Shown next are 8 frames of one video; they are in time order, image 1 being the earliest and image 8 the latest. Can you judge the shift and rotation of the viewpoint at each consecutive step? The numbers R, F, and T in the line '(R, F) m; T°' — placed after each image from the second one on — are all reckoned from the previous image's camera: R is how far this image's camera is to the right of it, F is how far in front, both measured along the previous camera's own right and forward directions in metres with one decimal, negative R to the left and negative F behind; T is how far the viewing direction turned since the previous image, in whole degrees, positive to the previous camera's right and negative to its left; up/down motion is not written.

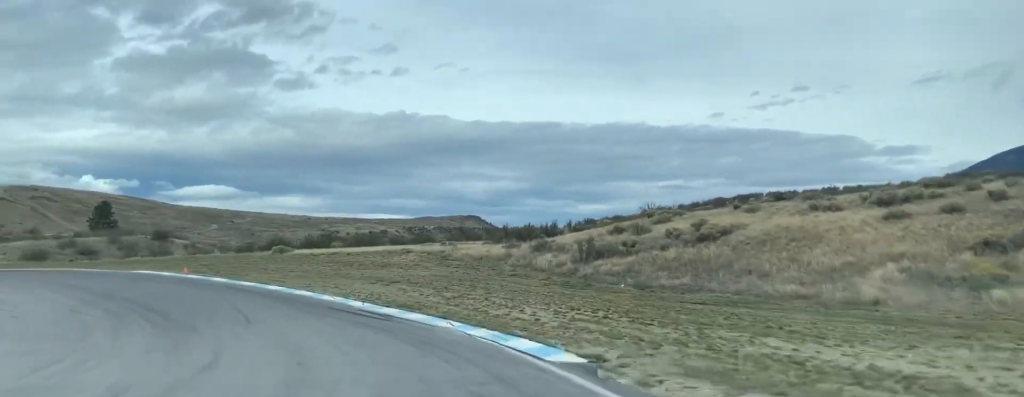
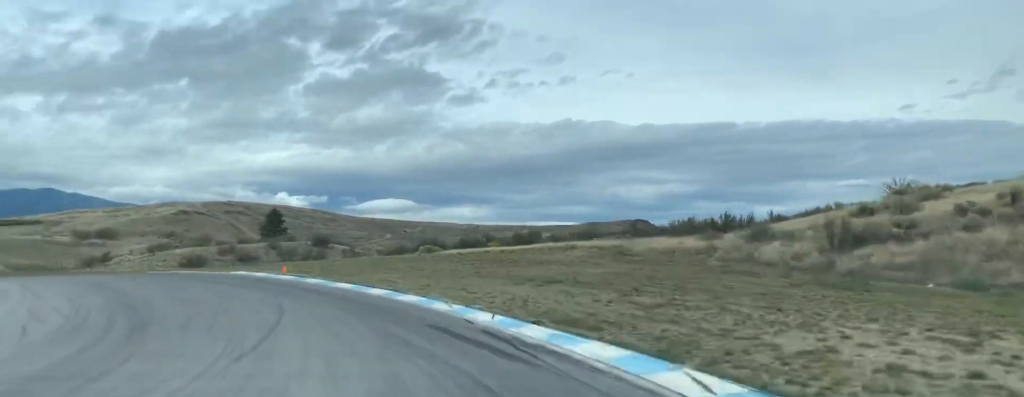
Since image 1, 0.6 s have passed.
(-1.0, +14.2) m; -10°
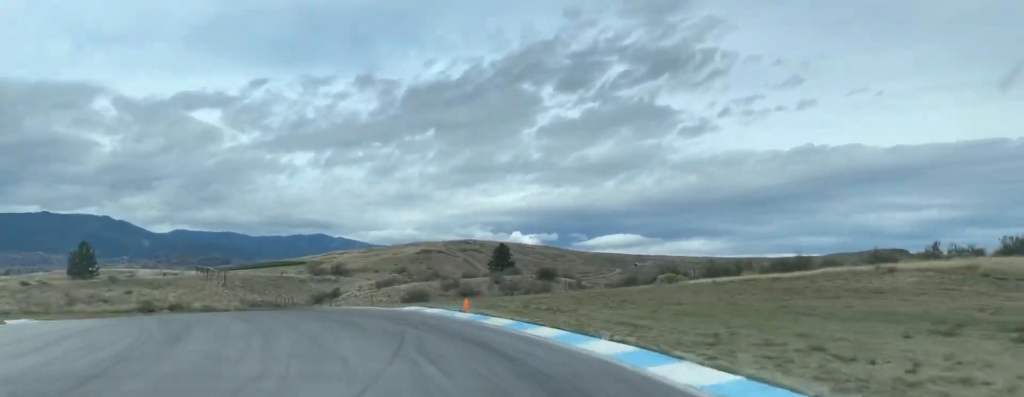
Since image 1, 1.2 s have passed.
(-1.3, +13.5) m; -13°
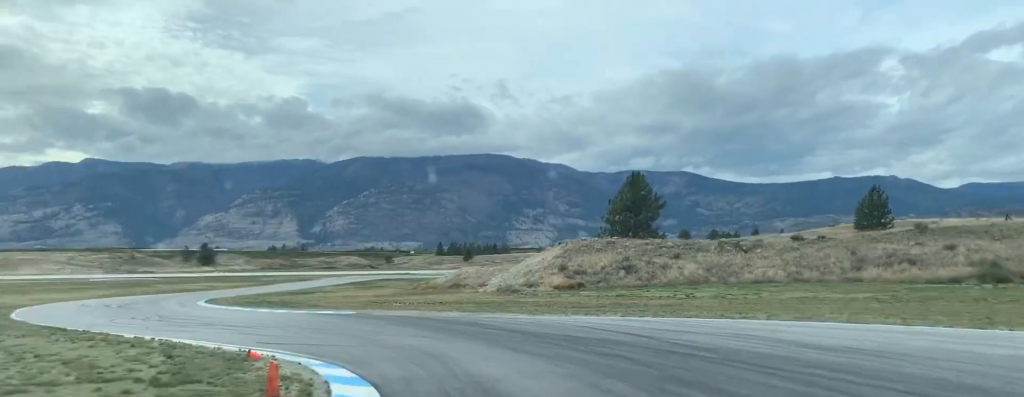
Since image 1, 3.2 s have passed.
(-22.0, +41.6) m; -53°
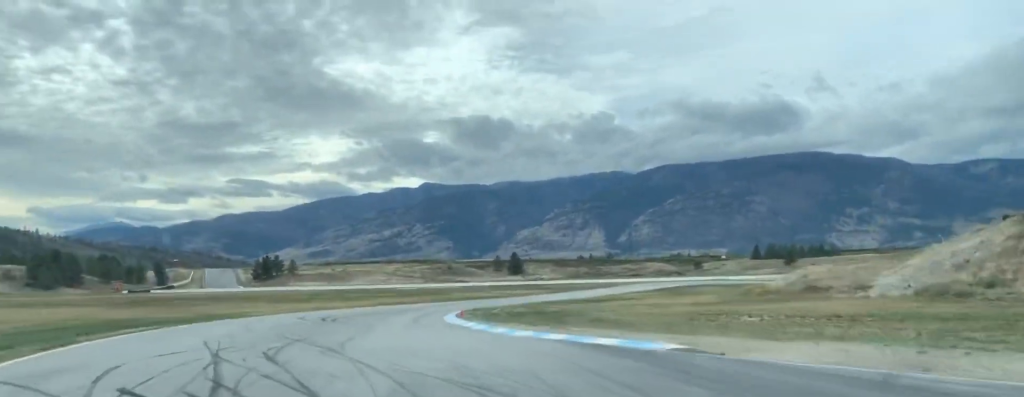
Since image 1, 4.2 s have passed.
(-4.7, +26.4) m; -17°
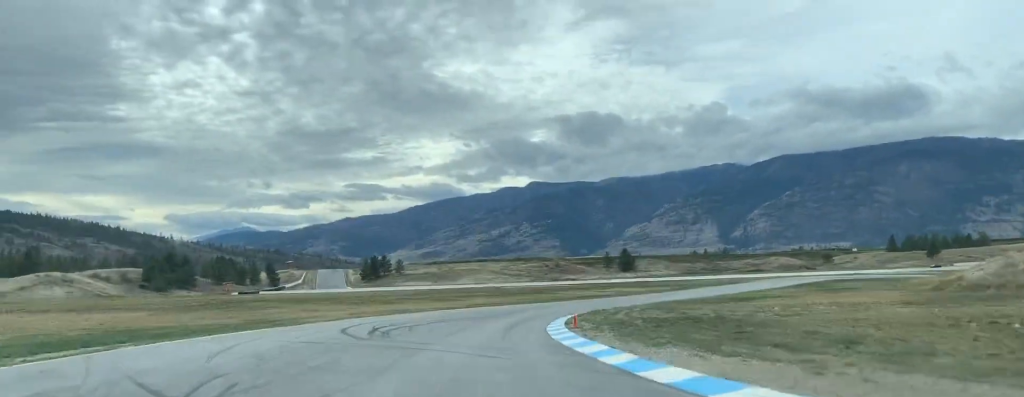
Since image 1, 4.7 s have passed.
(-1.1, +14.6) m; -6°
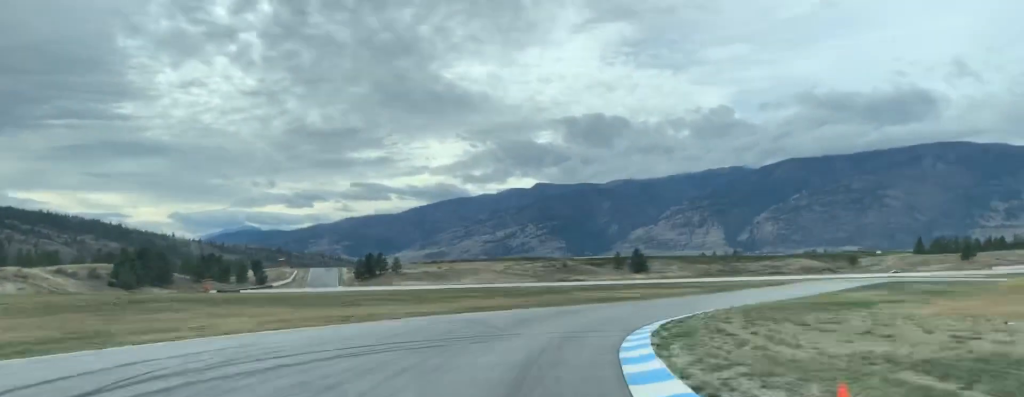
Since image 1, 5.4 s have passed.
(-1.1, +20.0) m; +1°
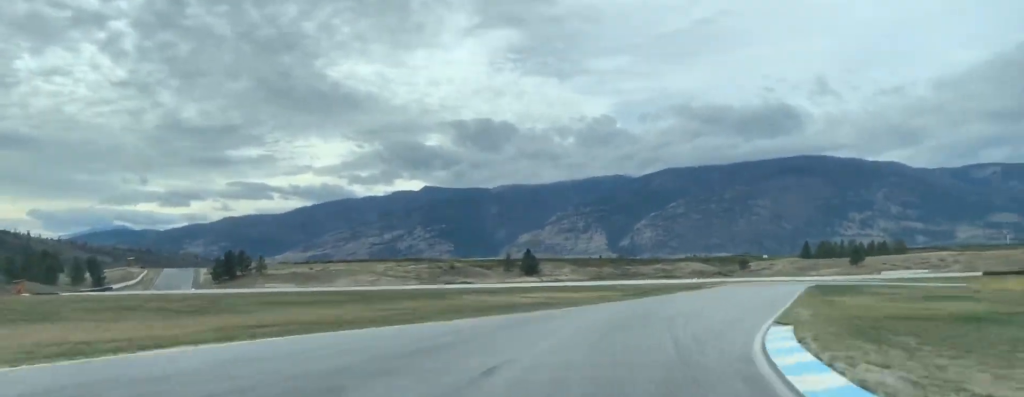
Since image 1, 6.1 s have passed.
(+0.2, +24.9) m; +5°
